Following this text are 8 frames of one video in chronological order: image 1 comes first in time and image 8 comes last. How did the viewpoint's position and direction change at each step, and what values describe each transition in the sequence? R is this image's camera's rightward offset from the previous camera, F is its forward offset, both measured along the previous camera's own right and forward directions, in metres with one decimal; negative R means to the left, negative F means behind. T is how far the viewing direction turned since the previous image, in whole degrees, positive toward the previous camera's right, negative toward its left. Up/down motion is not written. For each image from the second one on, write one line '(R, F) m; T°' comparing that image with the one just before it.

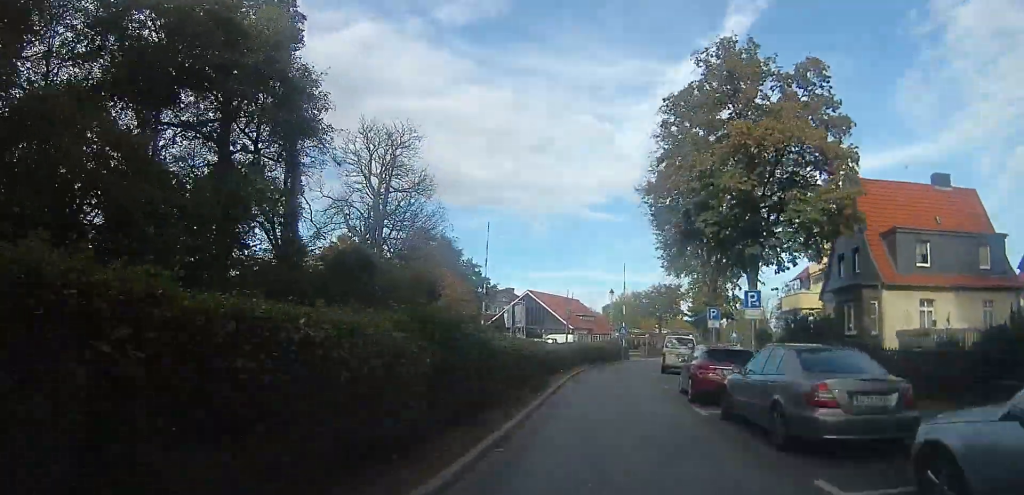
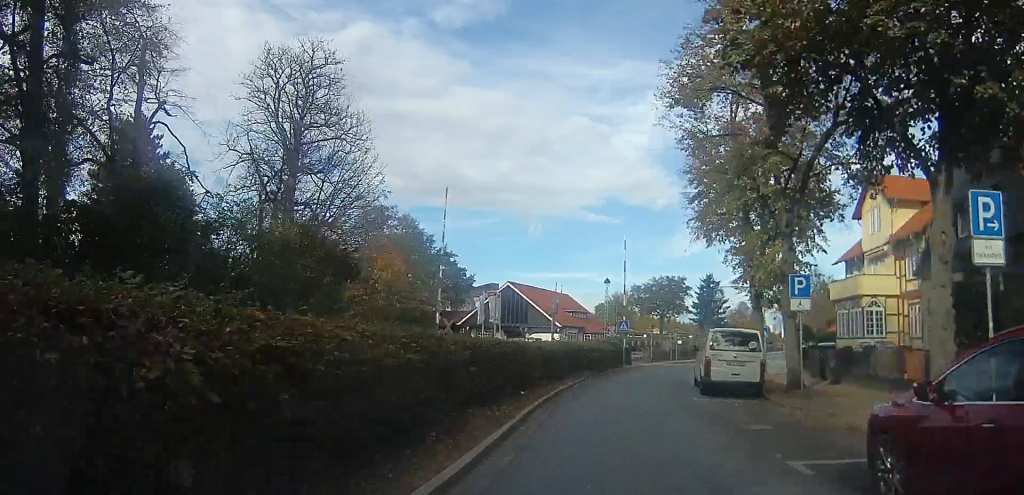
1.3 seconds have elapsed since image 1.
(0.0, +12.1) m; -1°
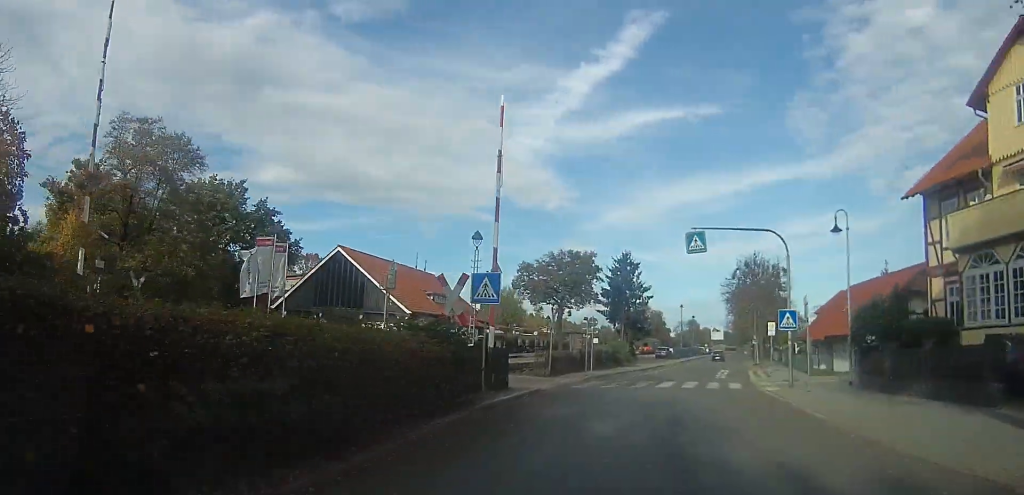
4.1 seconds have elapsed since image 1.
(+1.0, +22.2) m; +11°
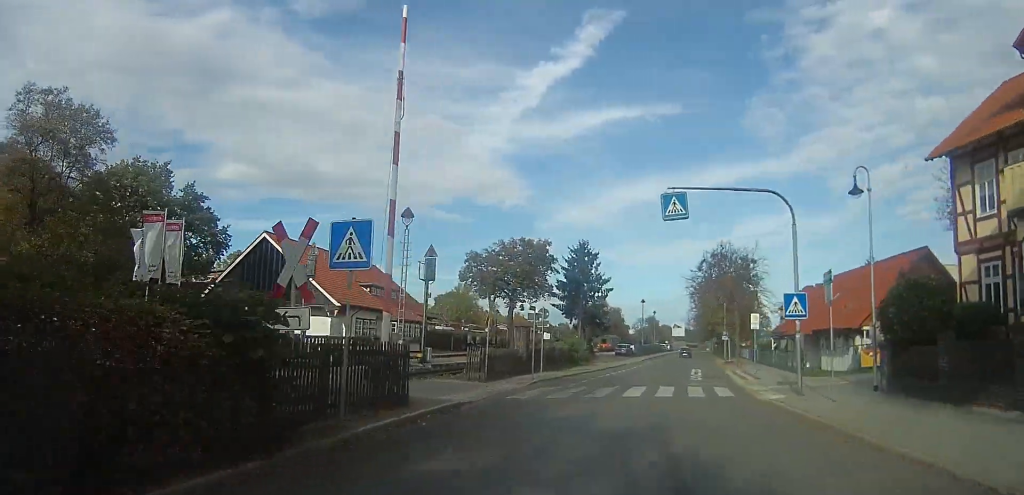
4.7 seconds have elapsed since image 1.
(+0.2, +5.1) m; +4°
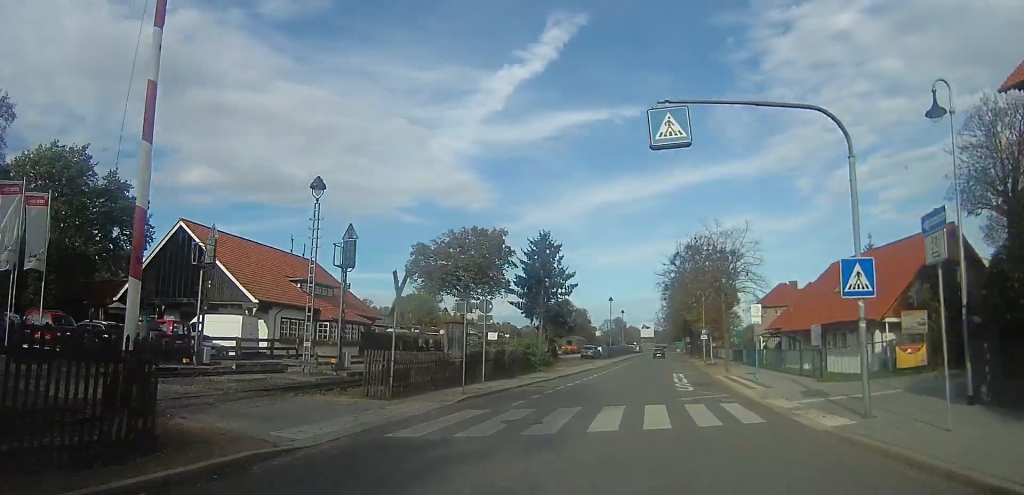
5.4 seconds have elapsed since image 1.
(0.0, +5.9) m; +4°
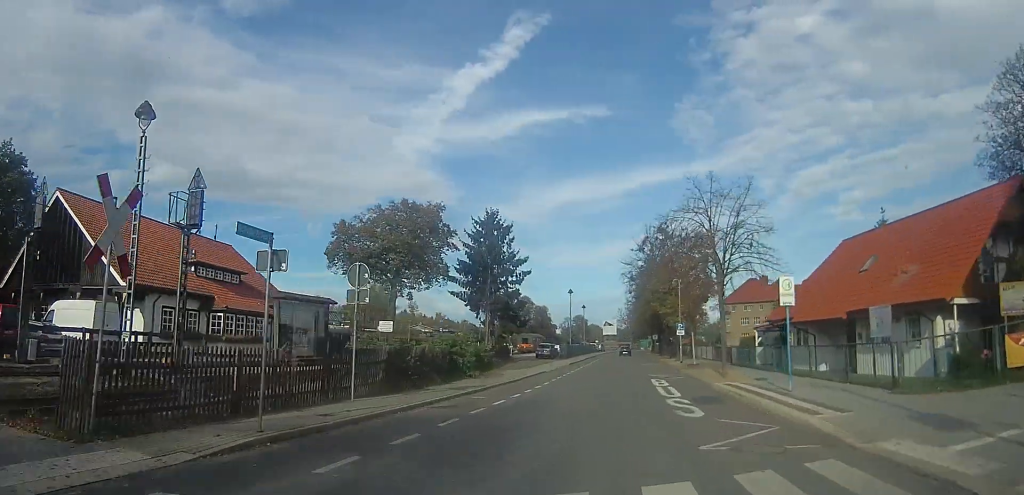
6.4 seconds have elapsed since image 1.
(+0.6, +7.9) m; +5°
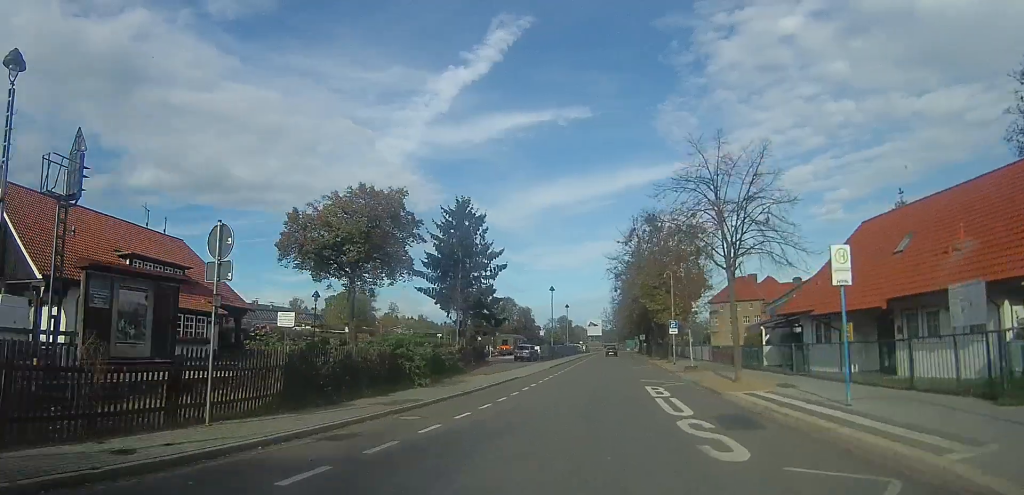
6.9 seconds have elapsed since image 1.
(0.0, +4.5) m; 0°
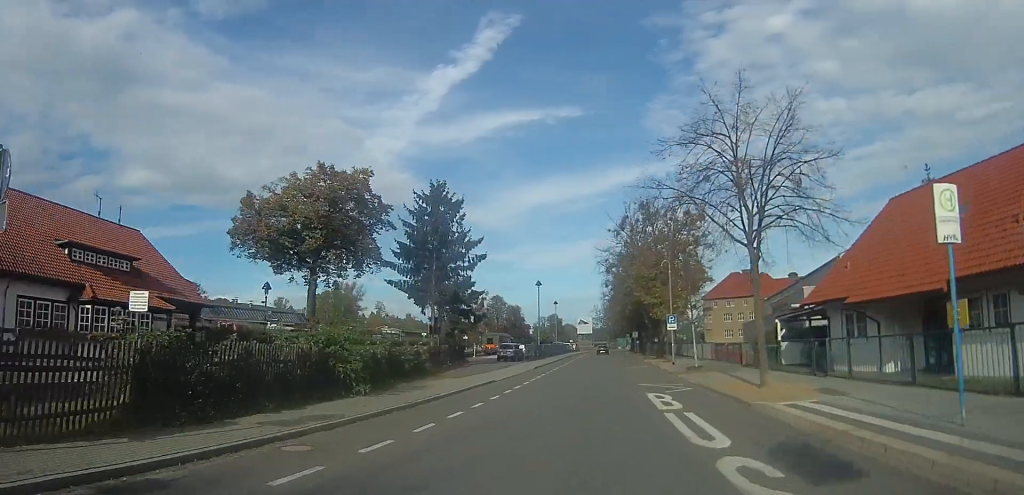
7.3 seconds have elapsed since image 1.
(0.0, +3.9) m; 0°
